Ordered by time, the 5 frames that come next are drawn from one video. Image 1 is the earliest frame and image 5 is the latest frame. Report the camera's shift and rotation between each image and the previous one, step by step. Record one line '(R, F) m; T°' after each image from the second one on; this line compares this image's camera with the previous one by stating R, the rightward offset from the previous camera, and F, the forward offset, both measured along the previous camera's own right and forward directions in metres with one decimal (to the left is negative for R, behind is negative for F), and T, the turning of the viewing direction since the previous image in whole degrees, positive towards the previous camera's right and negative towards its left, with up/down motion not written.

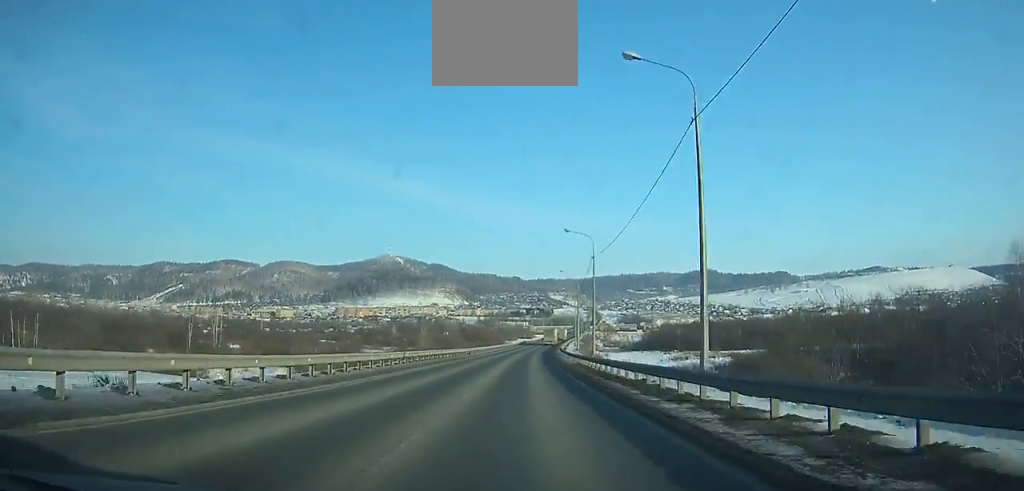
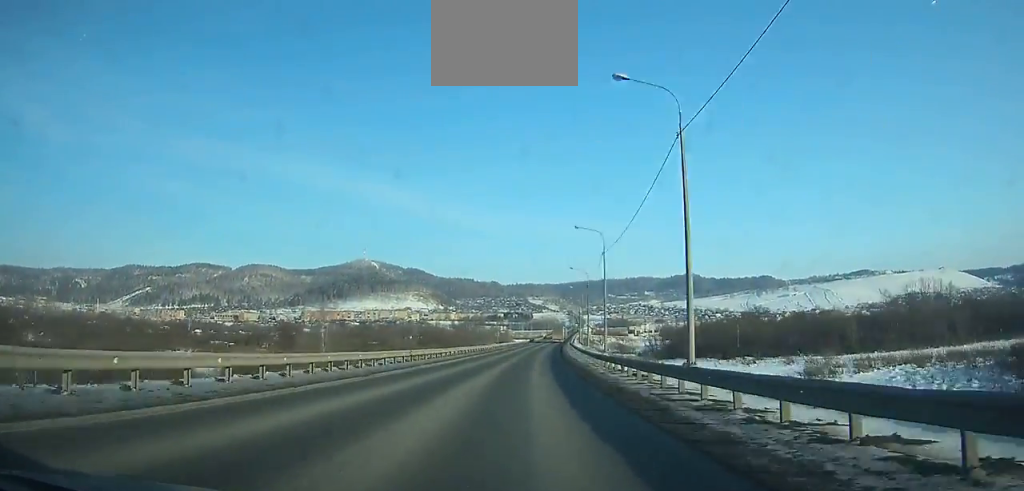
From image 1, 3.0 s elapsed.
(+1.7, +69.3) m; +3°
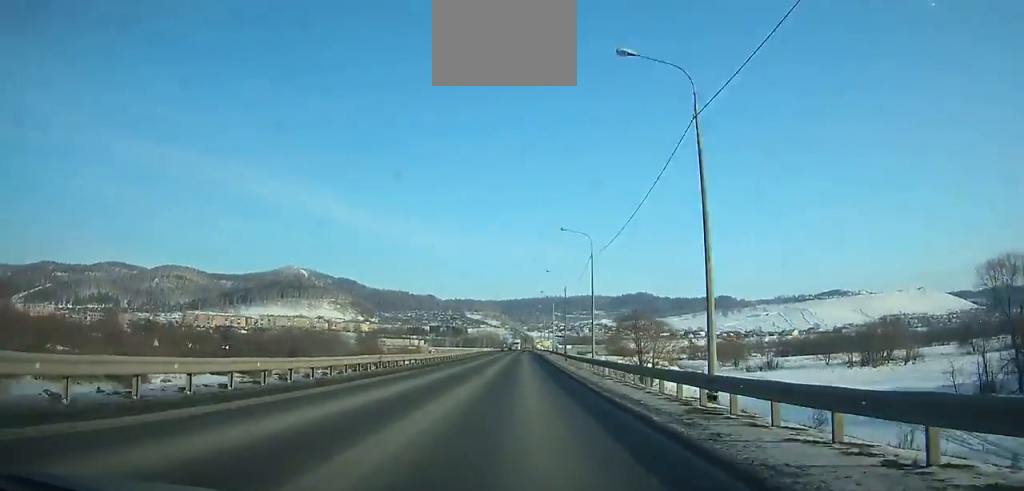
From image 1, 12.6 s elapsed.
(+9.8, +211.3) m; +4°
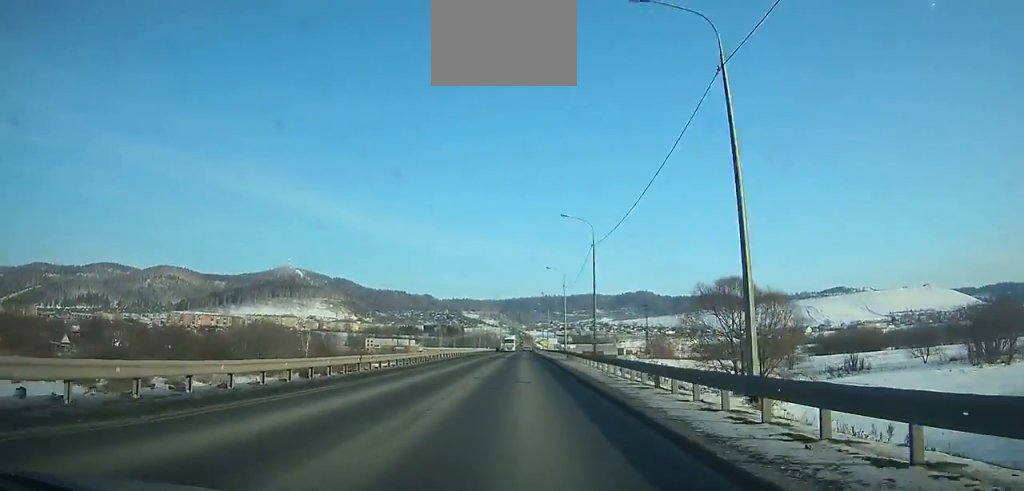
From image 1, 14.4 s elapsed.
(0.0, +37.6) m; 0°
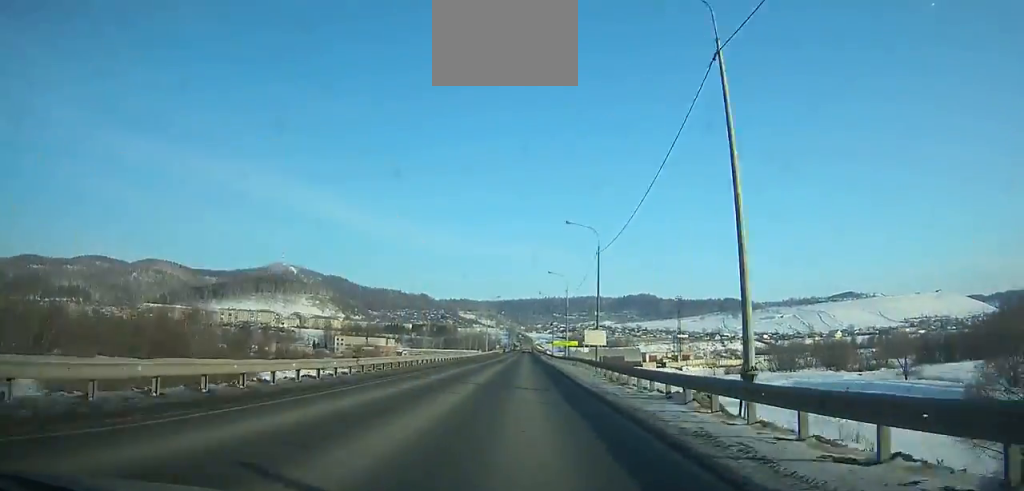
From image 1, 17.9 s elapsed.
(+0.2, +71.5) m; 0°
